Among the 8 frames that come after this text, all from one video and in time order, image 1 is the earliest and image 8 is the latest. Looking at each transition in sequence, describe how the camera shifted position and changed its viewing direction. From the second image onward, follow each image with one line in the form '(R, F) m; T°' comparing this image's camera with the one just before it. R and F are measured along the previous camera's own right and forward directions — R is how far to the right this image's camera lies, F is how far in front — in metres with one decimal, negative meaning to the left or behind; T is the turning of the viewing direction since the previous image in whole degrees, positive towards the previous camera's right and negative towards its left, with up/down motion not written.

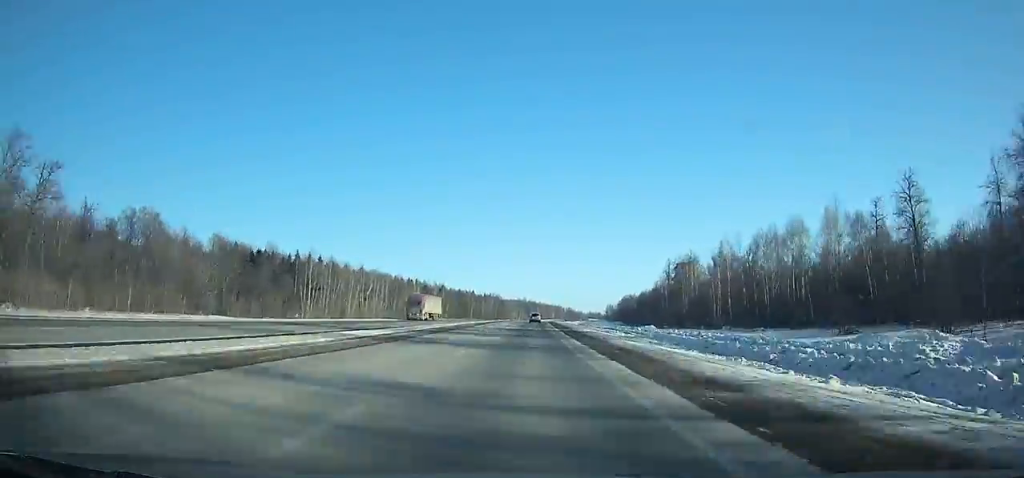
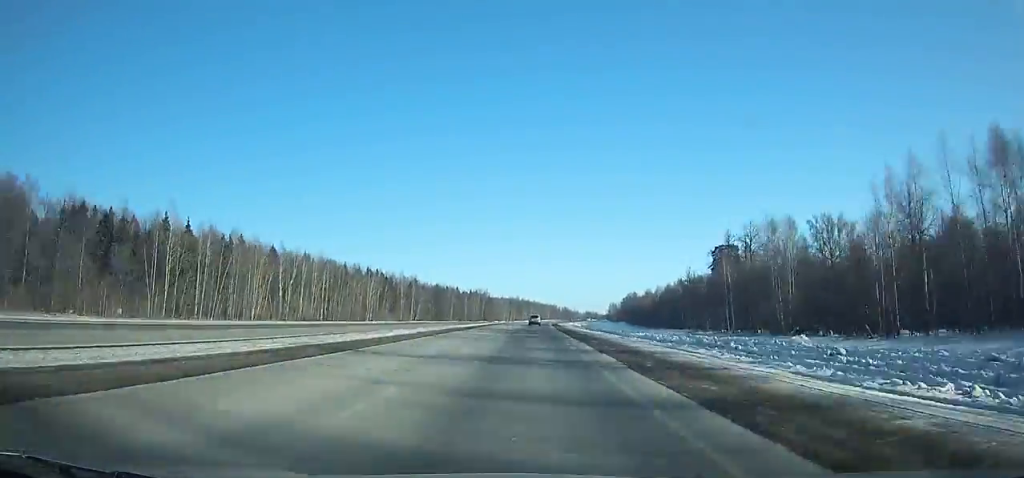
(+0.7, +57.3) m; +1°
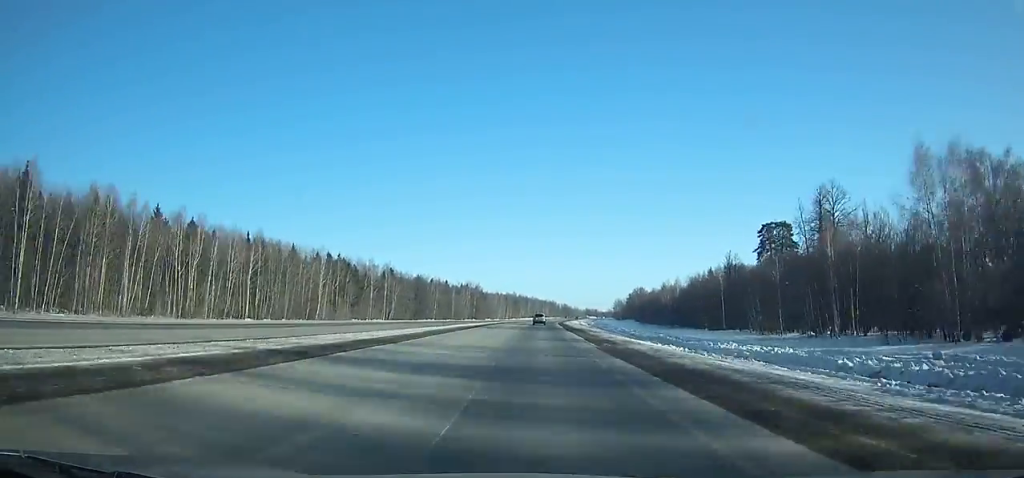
(+0.2, +38.4) m; +1°
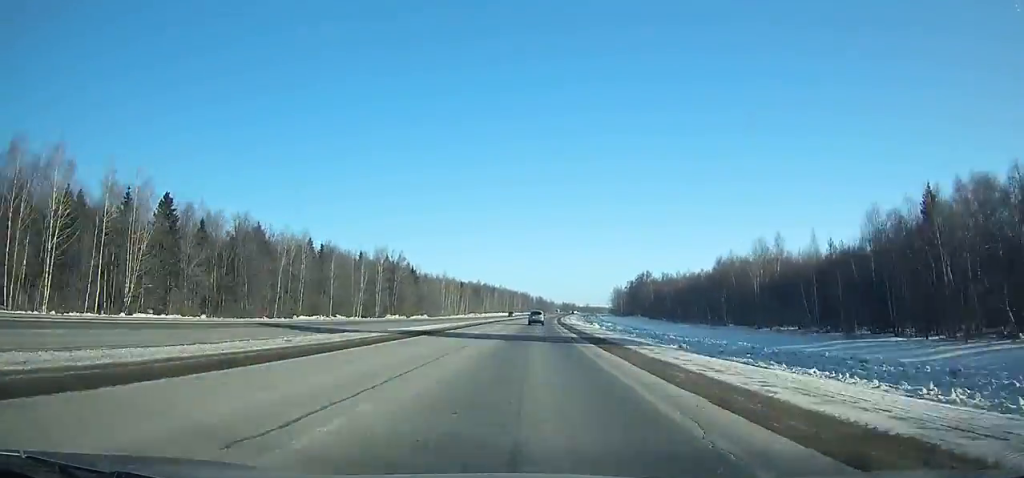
(+1.8, +124.2) m; +2°
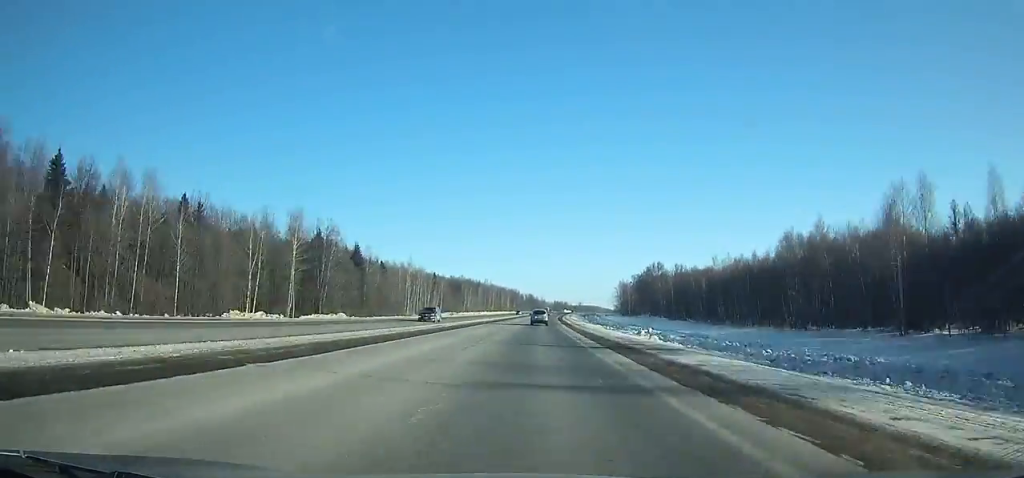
(+0.7, +52.4) m; +1°
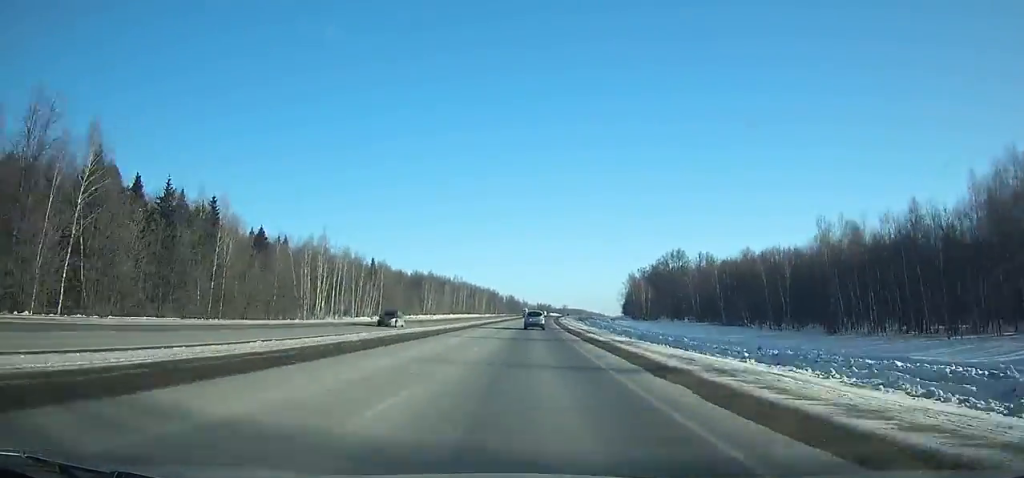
(+0.9, +69.0) m; +1°
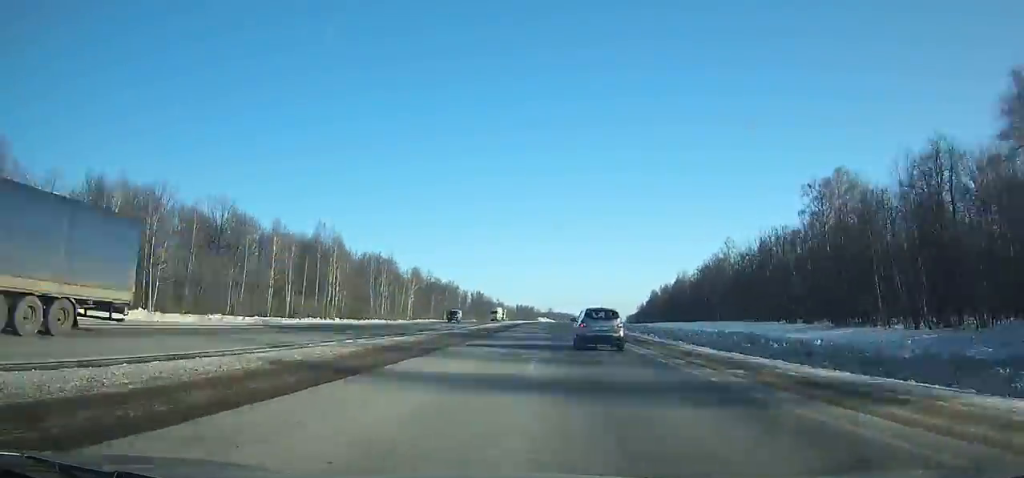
(+4.1, +166.3) m; +3°
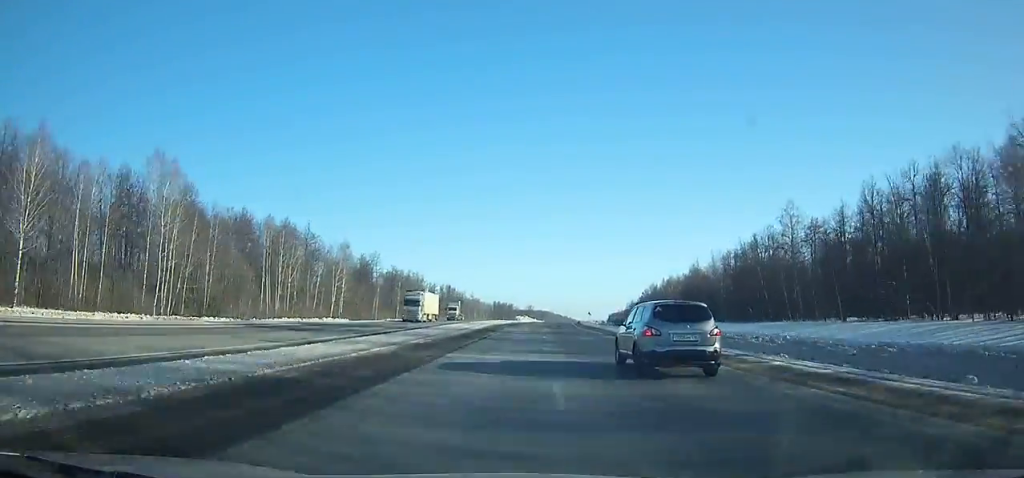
(-0.1, +49.2) m; +1°
